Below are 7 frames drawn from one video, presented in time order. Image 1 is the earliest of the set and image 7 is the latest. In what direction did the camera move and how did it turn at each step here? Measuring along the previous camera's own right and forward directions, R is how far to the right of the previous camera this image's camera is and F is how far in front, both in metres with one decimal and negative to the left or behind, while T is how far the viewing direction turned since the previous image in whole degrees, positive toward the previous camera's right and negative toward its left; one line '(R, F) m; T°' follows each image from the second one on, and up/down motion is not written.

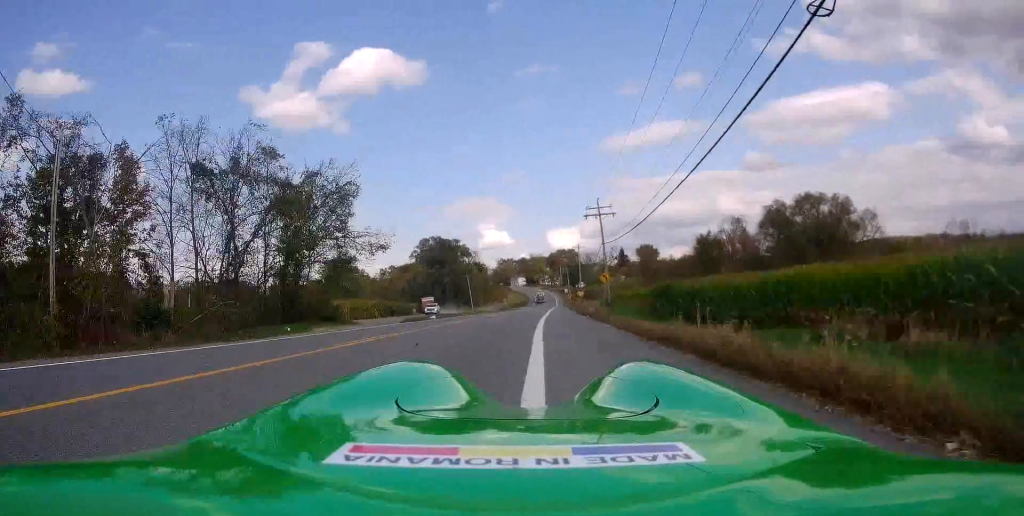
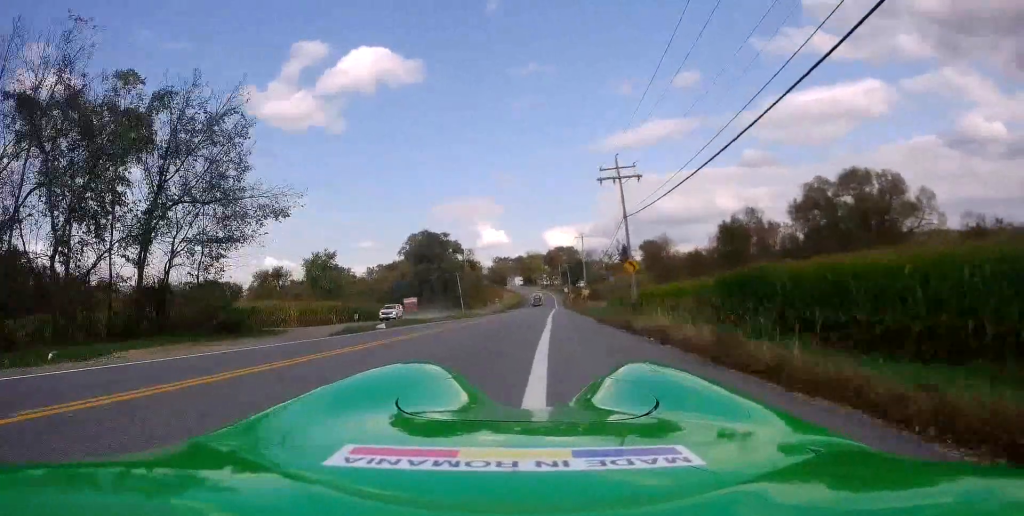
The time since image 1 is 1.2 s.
(+0.4, +15.6) m; +1°
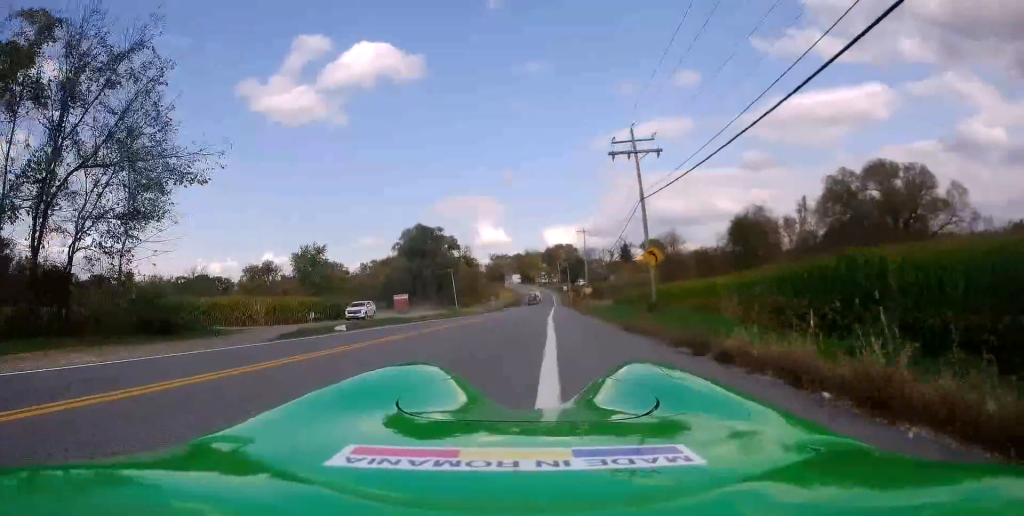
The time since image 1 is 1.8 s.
(+0.1, +6.8) m; 0°
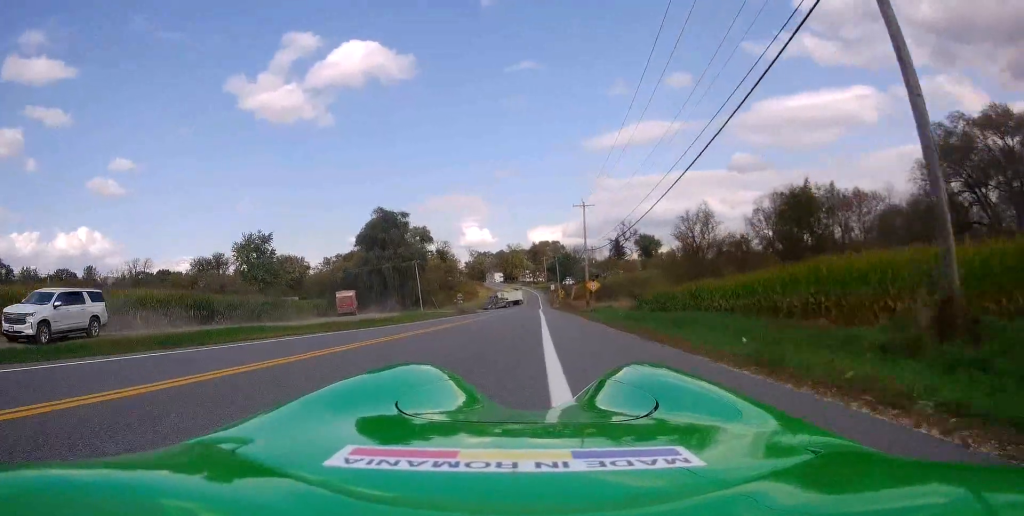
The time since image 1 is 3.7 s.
(-0.1, +24.1) m; 0°
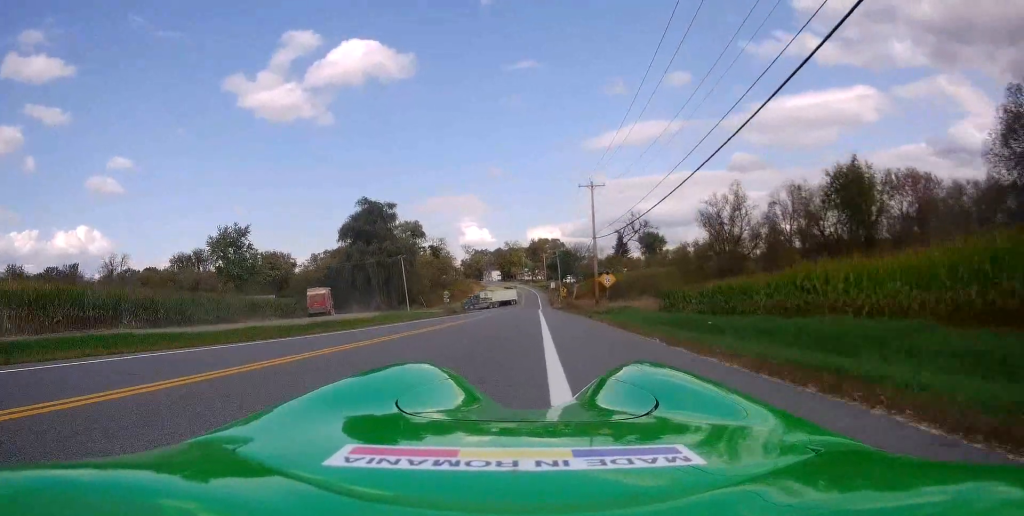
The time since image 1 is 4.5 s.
(-0.2, +10.8) m; 0°
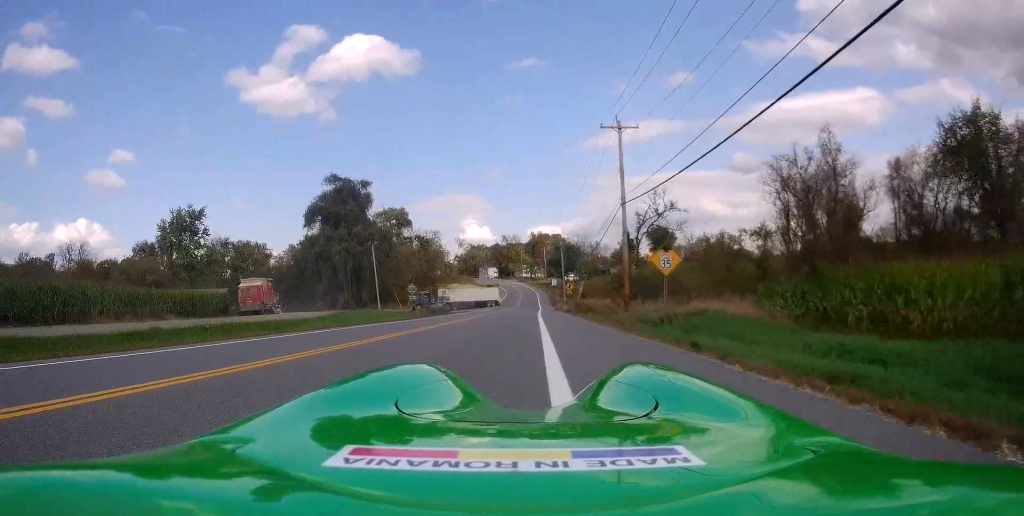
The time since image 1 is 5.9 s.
(+0.3, +18.0) m; +3°
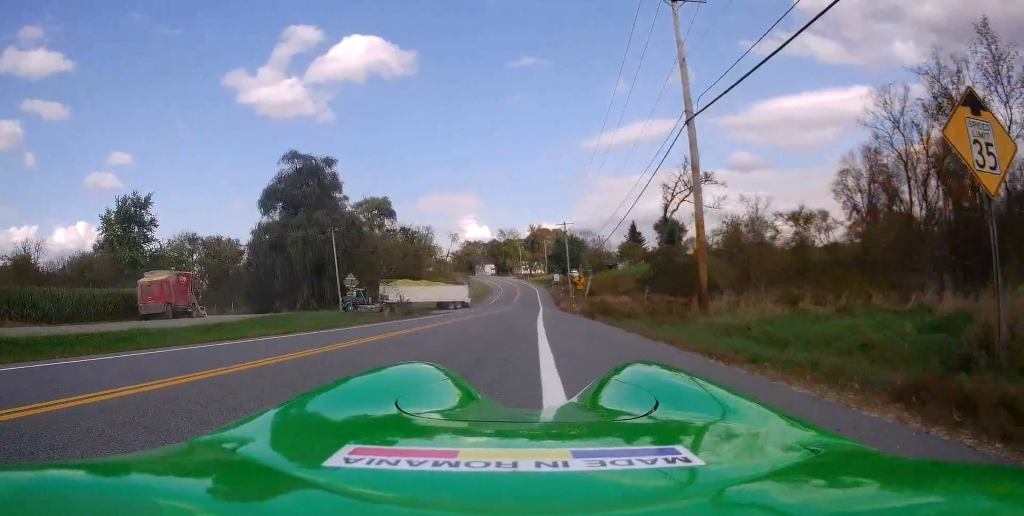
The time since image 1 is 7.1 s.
(+0.3, +16.7) m; 0°
